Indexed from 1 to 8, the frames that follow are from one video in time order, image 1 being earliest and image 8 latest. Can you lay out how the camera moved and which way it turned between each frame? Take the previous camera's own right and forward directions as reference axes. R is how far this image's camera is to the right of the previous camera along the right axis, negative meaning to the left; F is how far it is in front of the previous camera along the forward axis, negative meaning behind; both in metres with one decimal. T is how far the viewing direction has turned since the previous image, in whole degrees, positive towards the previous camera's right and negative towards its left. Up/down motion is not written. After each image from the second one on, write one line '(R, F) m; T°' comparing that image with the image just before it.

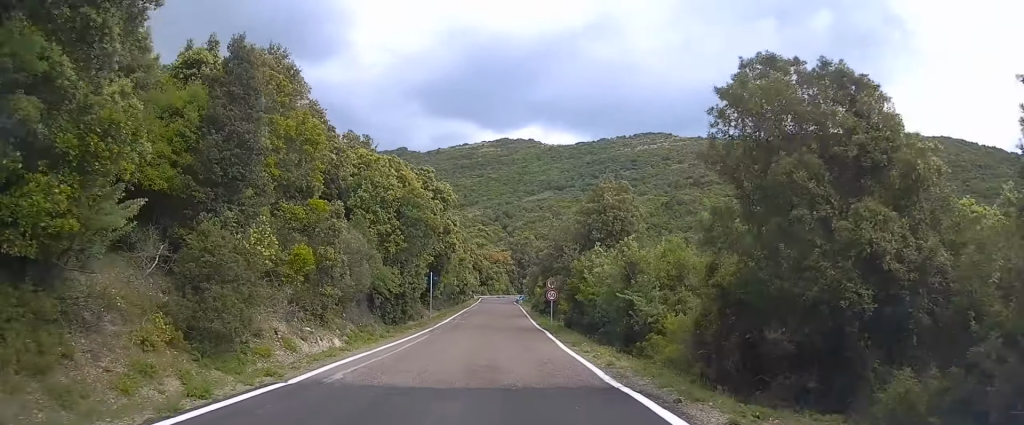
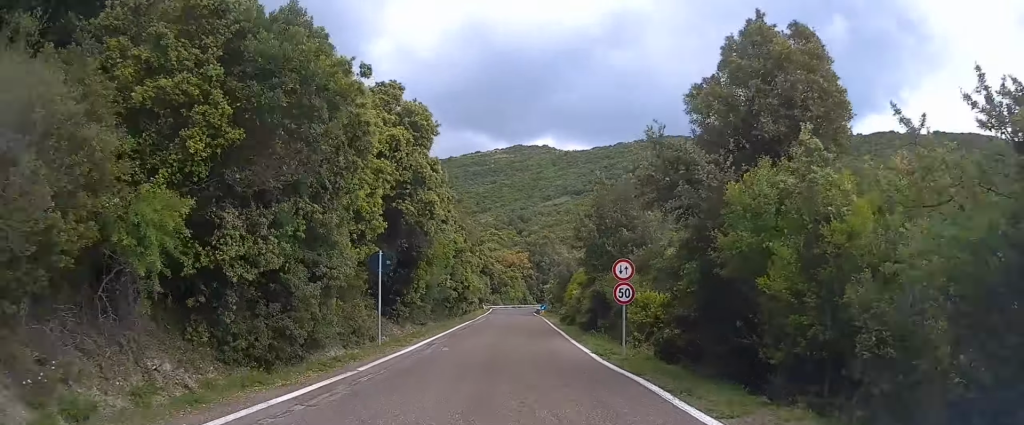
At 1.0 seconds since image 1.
(-0.7, +17.9) m; -3°
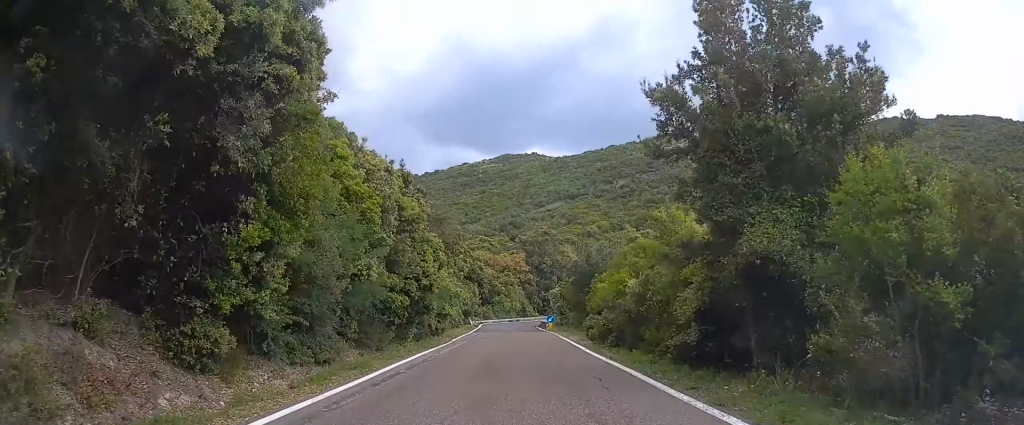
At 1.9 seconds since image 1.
(-0.2, +17.9) m; 0°
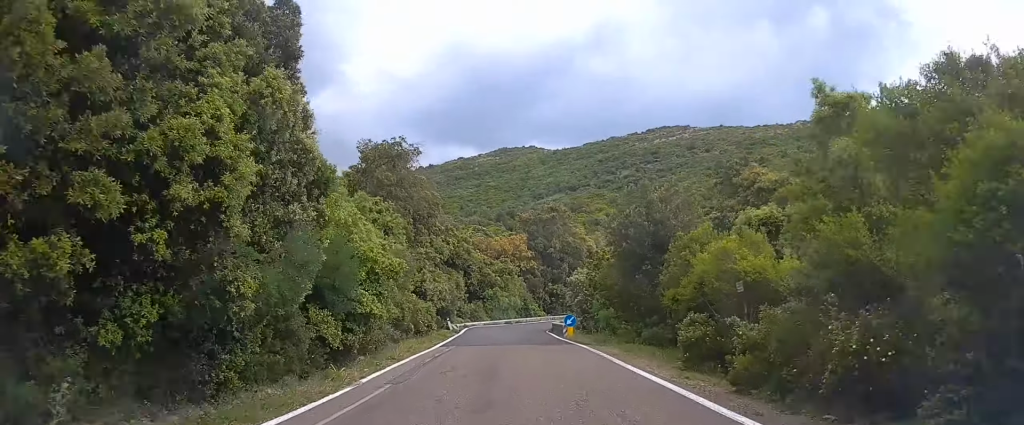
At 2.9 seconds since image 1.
(+0.1, +17.4) m; +1°
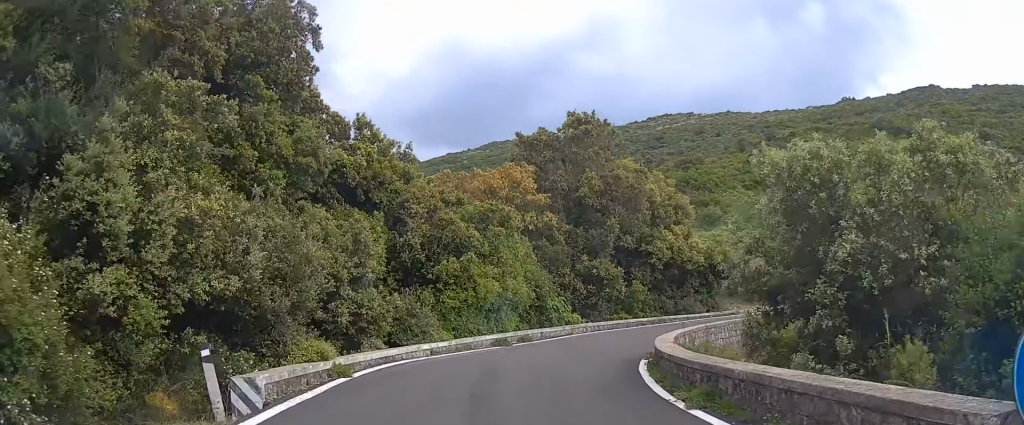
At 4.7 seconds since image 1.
(+0.3, +28.8) m; +4°
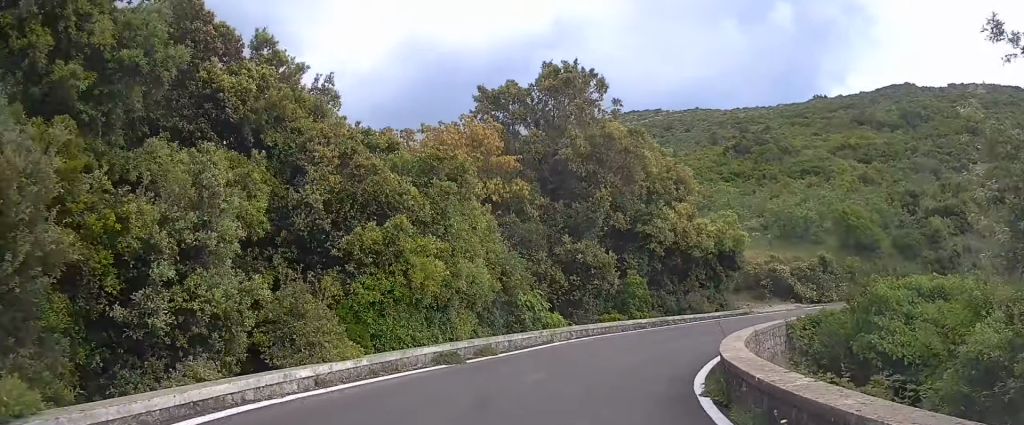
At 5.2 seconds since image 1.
(-0.2, +7.0) m; +4°
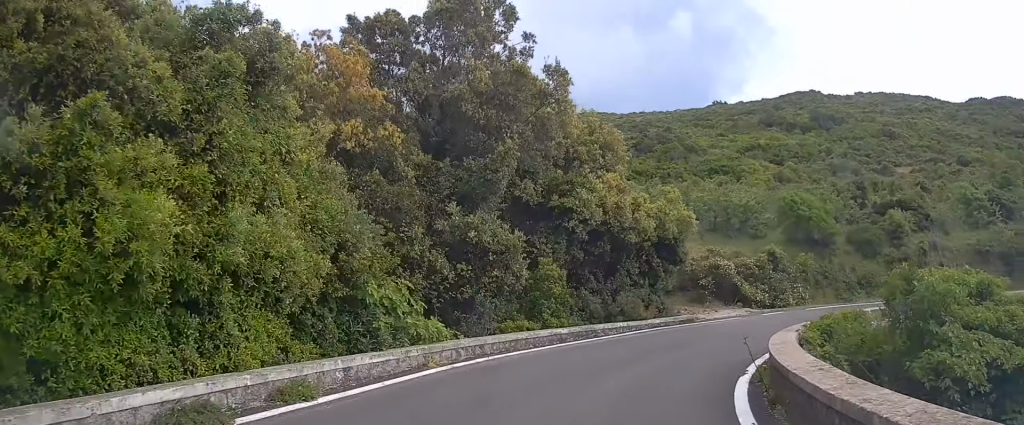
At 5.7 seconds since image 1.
(+0.6, +6.6) m; +11°
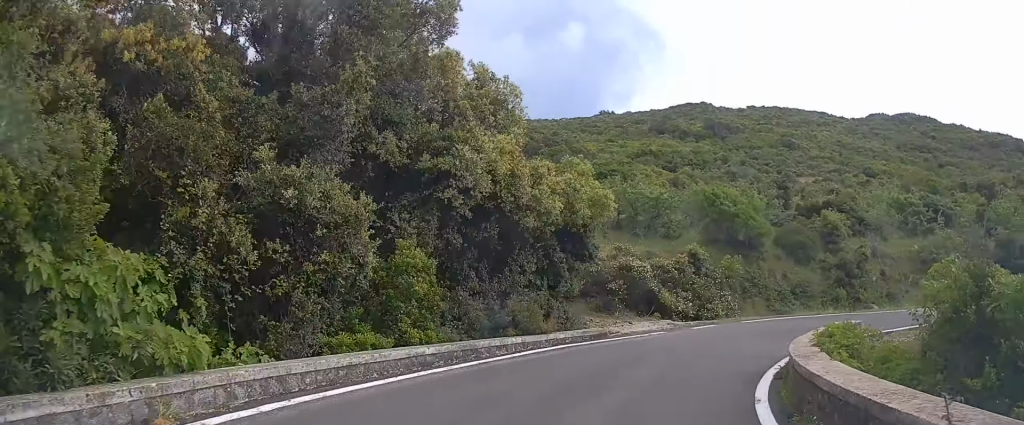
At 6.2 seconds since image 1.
(-0.2, +5.3) m; +10°
